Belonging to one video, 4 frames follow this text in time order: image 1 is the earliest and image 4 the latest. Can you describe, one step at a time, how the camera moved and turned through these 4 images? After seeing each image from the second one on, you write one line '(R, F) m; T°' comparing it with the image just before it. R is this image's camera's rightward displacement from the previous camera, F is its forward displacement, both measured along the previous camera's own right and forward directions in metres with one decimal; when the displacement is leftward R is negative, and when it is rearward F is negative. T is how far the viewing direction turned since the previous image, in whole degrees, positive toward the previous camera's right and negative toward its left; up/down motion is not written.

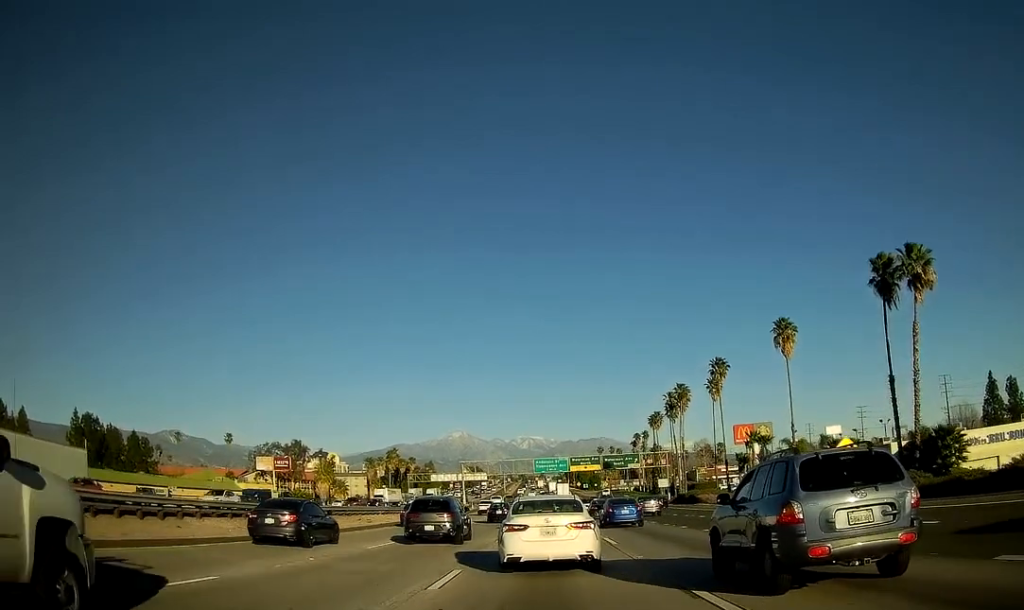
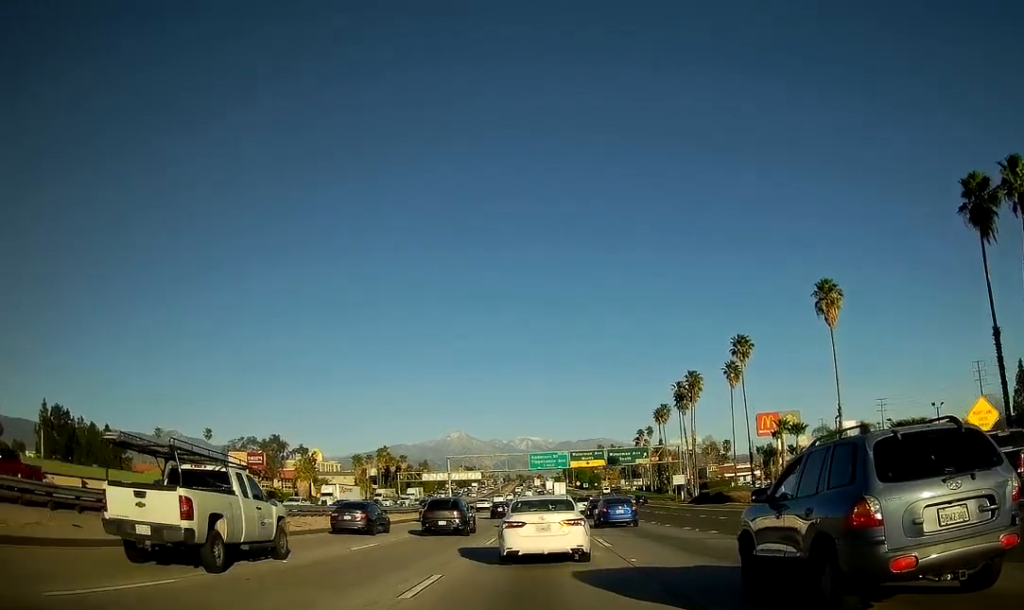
(+0.4, +16.3) m; +1°
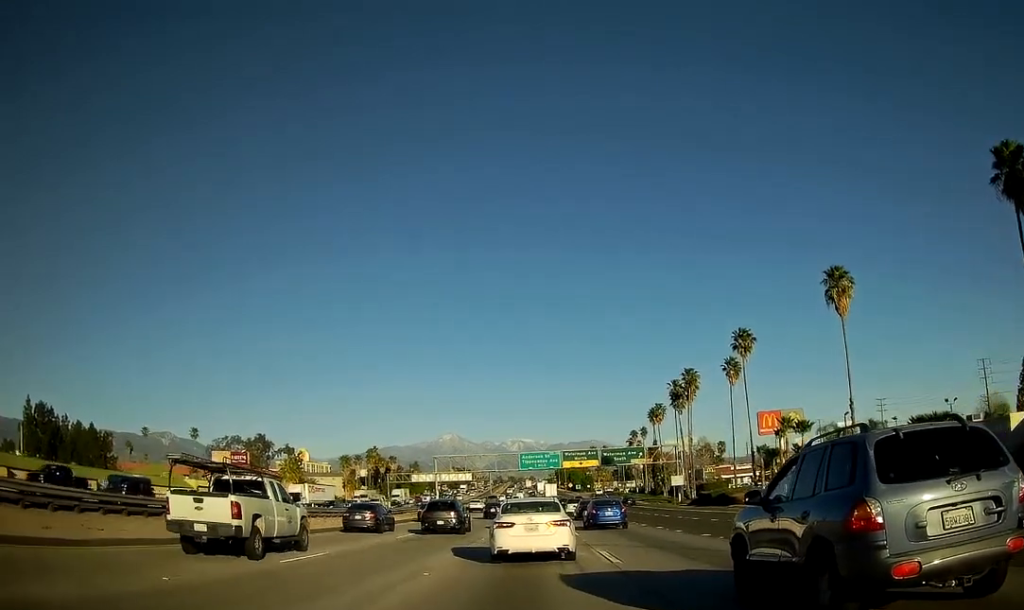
(-0.1, +5.1) m; -1°
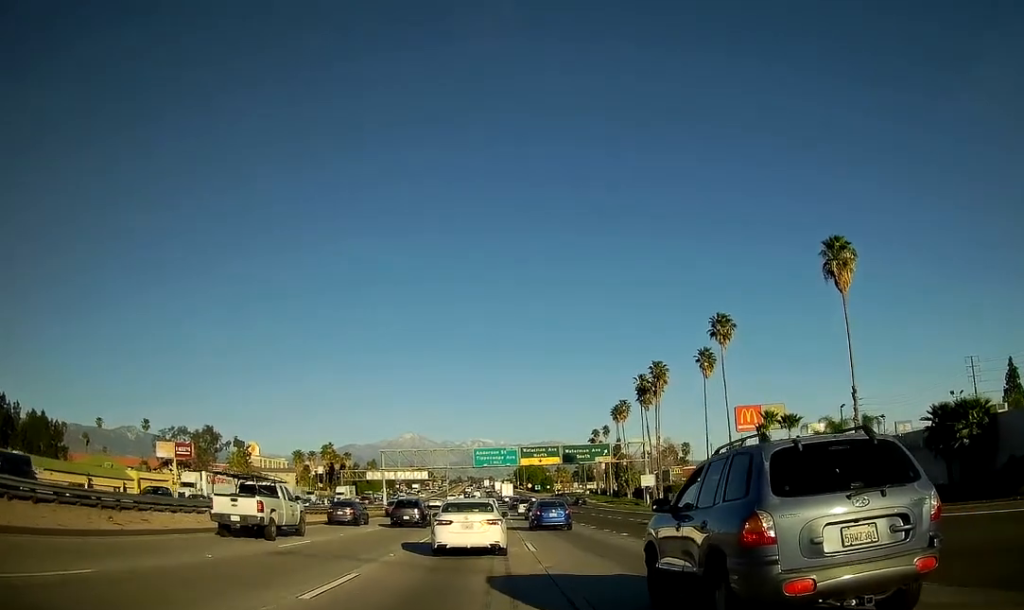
(+0.1, +10.0) m; +3°
